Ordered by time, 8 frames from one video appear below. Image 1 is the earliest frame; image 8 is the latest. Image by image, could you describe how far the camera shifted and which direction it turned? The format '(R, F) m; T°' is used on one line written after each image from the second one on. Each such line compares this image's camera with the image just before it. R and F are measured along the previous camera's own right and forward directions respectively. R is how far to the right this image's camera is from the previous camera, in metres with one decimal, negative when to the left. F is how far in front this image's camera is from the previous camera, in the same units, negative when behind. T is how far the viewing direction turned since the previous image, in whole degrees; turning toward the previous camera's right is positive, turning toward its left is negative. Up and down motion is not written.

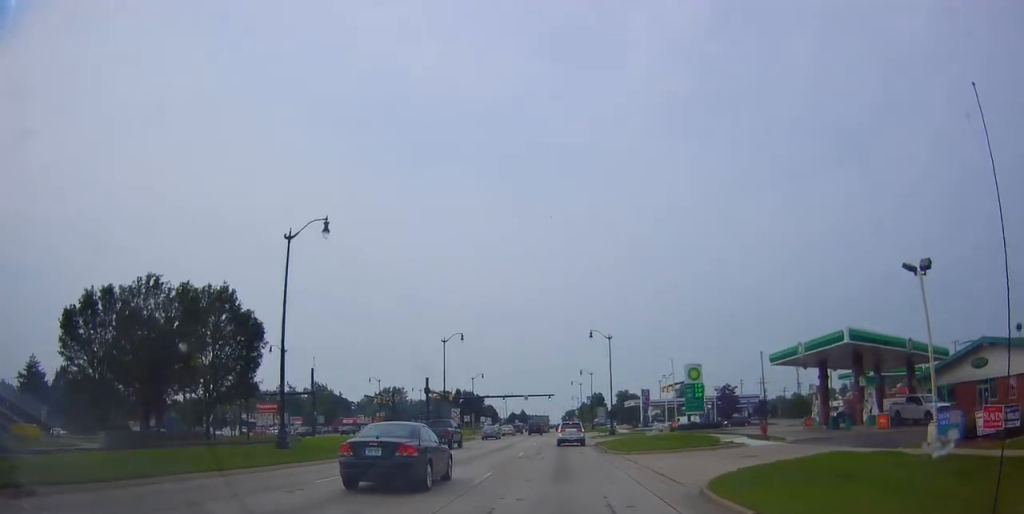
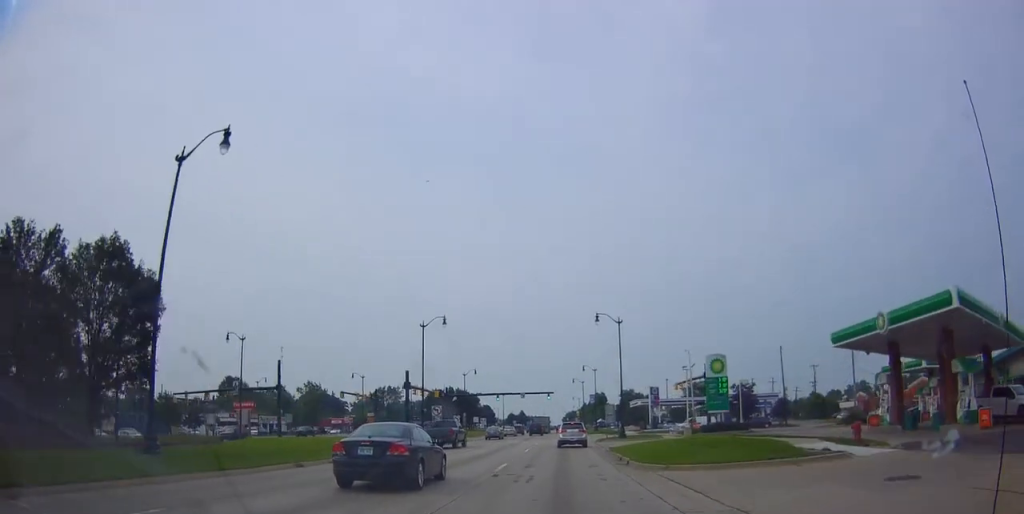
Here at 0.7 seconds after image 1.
(0.0, +10.5) m; -1°
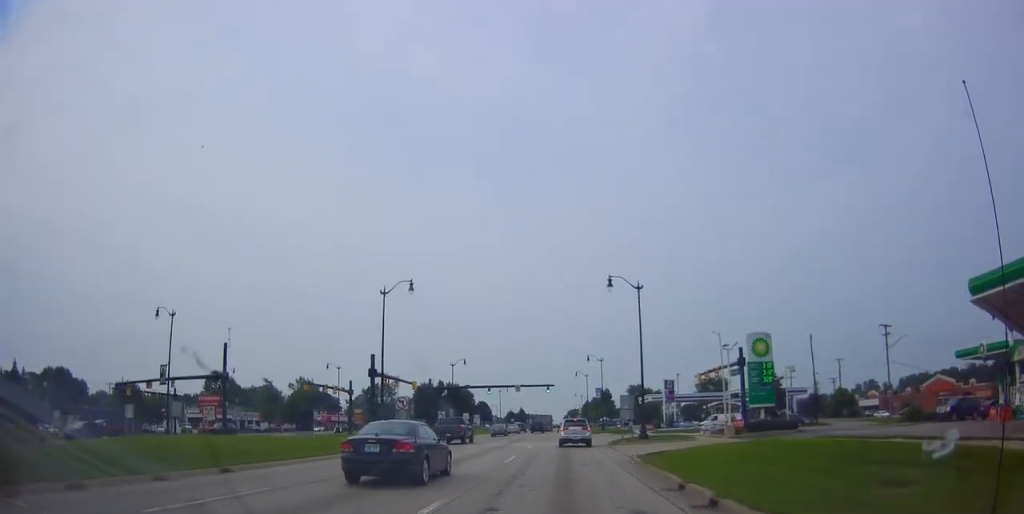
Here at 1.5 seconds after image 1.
(-0.3, +13.1) m; 0°
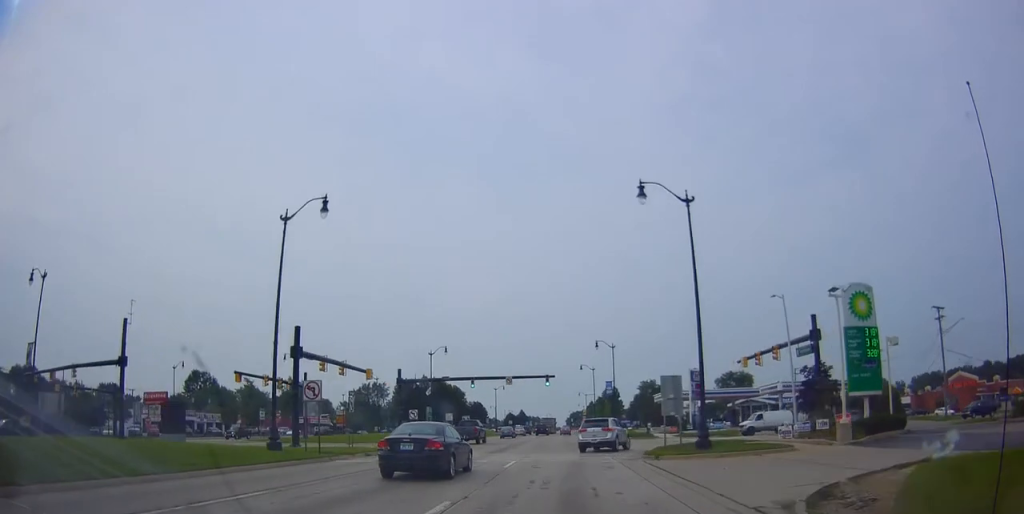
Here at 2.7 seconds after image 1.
(+0.1, +17.2) m; -2°
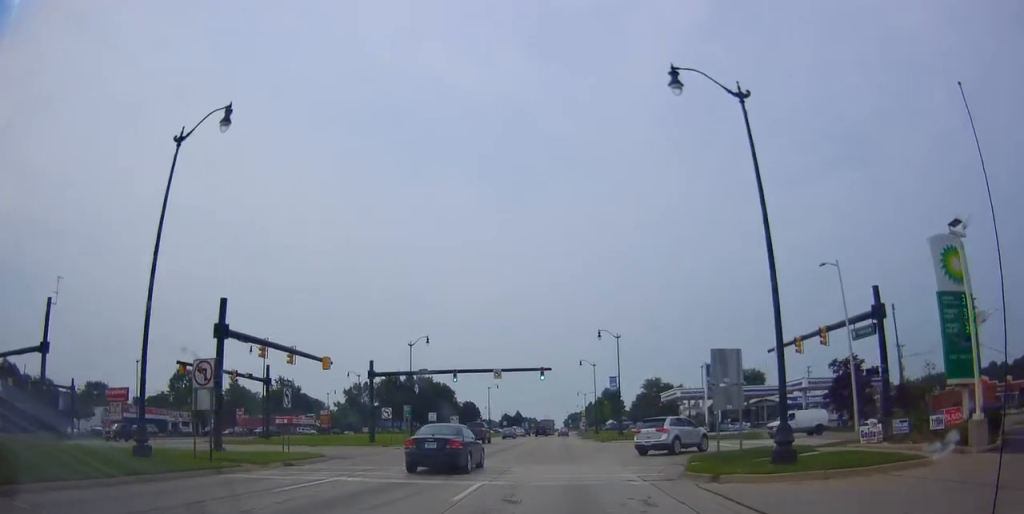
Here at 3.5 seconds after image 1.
(-0.4, +10.1) m; -2°
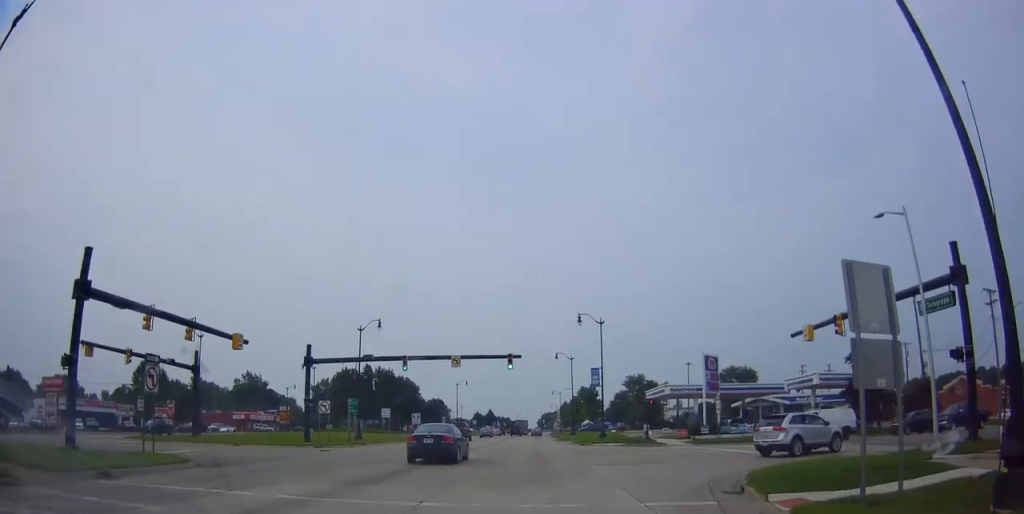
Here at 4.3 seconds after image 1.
(-0.1, +11.2) m; +2°
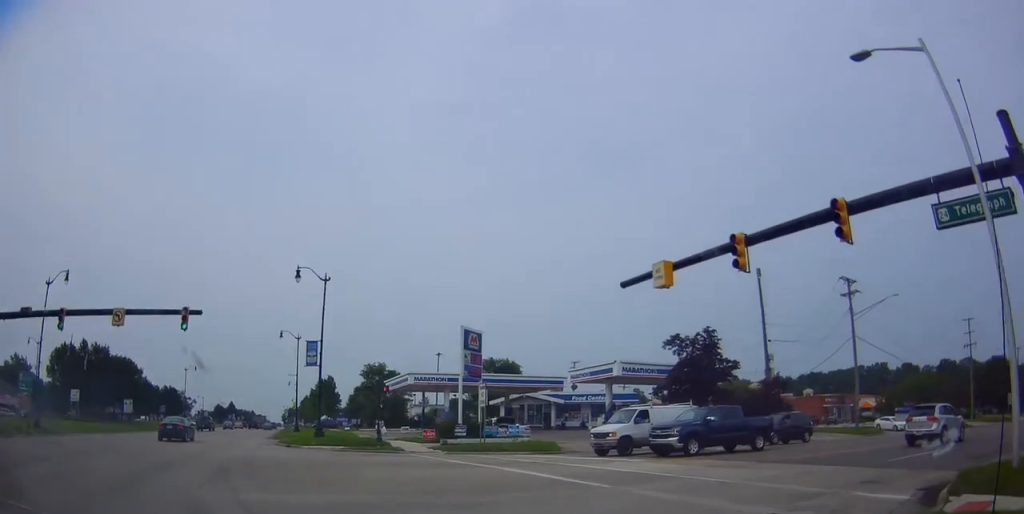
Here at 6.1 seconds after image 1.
(+1.2, +19.9) m; +7°
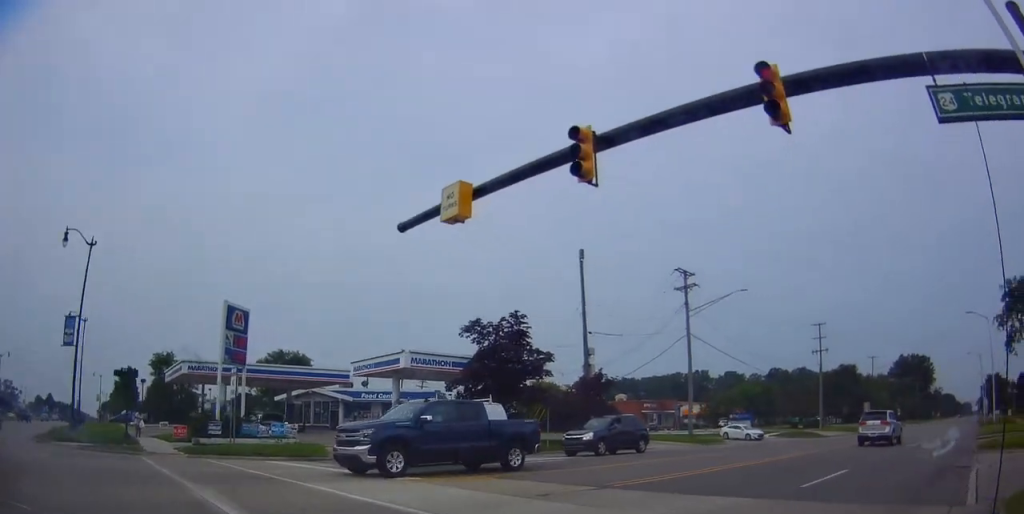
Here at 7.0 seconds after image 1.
(+0.4, +9.0) m; +7°
